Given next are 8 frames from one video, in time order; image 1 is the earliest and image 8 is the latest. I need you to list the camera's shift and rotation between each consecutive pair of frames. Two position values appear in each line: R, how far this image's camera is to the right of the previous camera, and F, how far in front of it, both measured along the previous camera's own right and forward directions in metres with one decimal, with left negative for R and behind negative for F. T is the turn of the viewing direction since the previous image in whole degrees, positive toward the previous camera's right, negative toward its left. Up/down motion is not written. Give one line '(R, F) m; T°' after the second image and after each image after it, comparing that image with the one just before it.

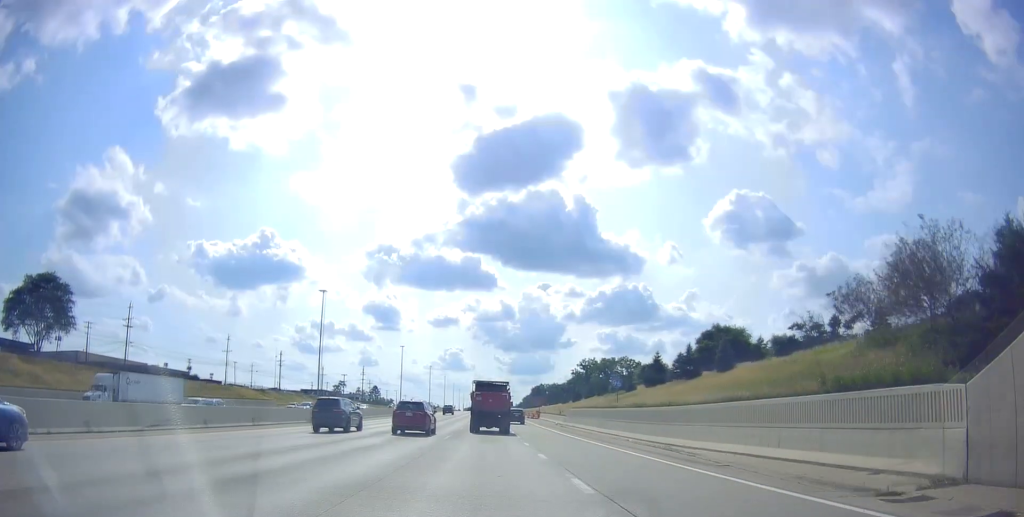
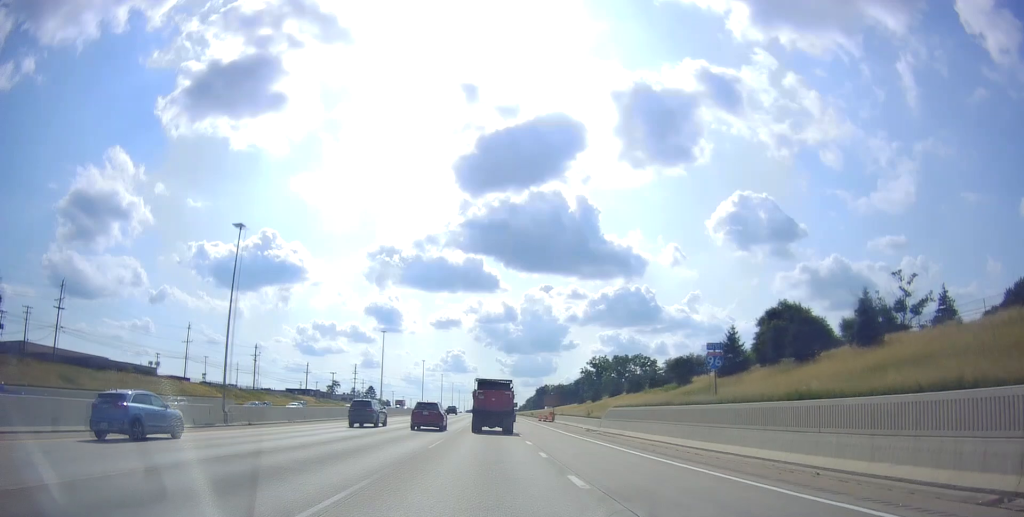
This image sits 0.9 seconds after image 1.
(+0.2, +21.9) m; +1°
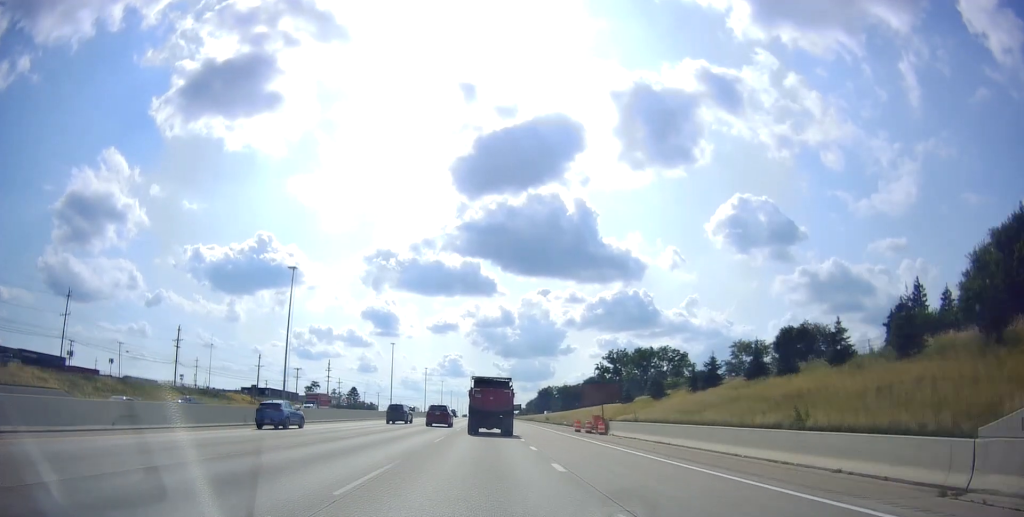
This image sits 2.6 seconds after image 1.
(-0.2, +42.6) m; -1°
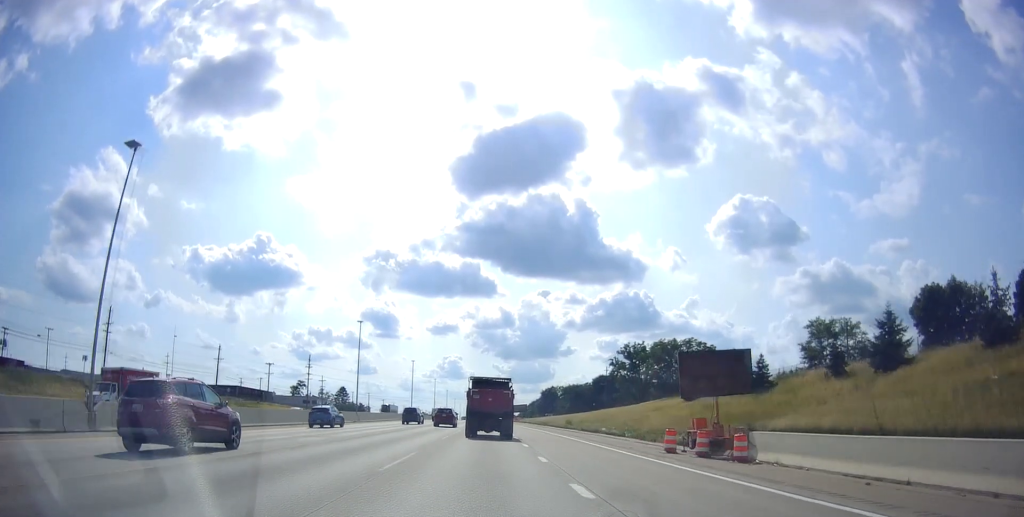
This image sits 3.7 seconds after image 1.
(+0.1, +26.2) m; +1°
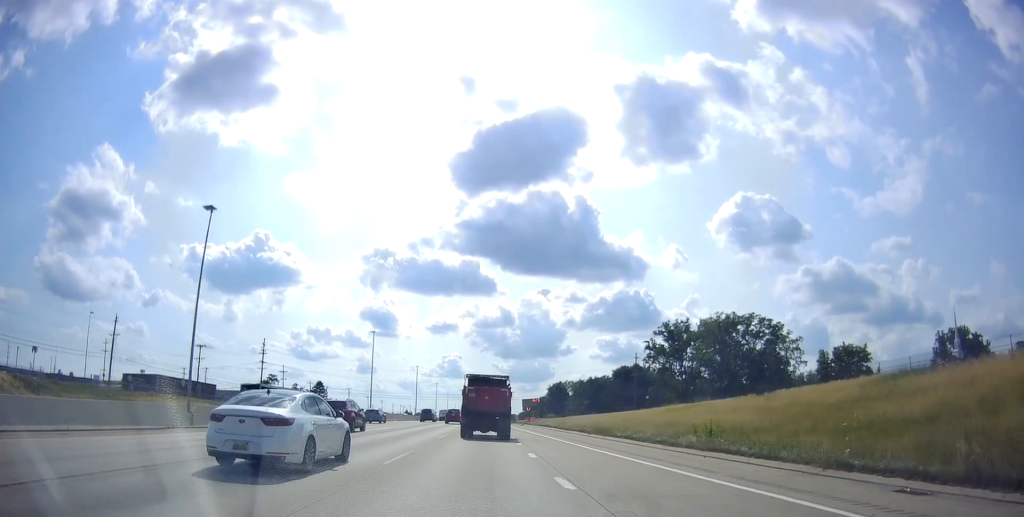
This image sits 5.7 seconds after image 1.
(-0.2, +44.6) m; -1°
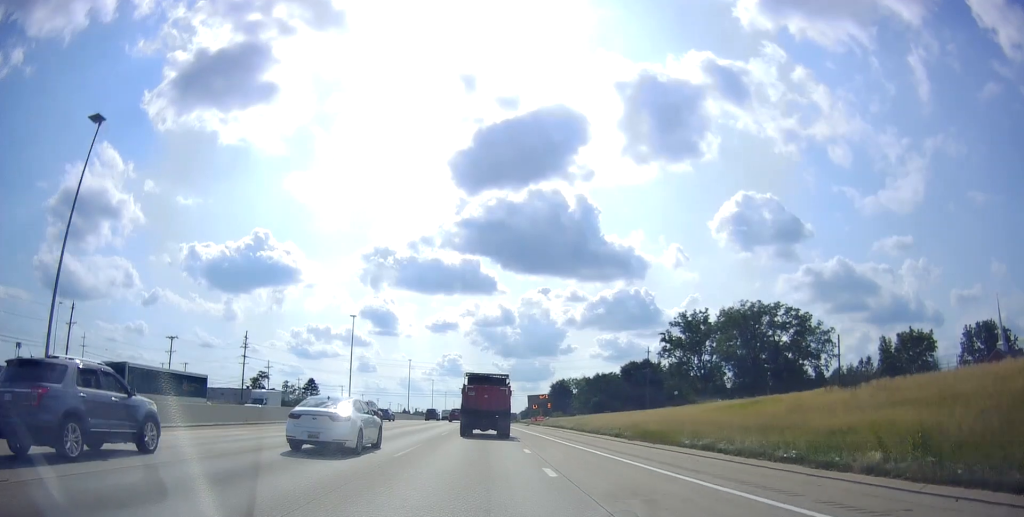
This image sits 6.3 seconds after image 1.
(-0.1, +13.5) m; +1°
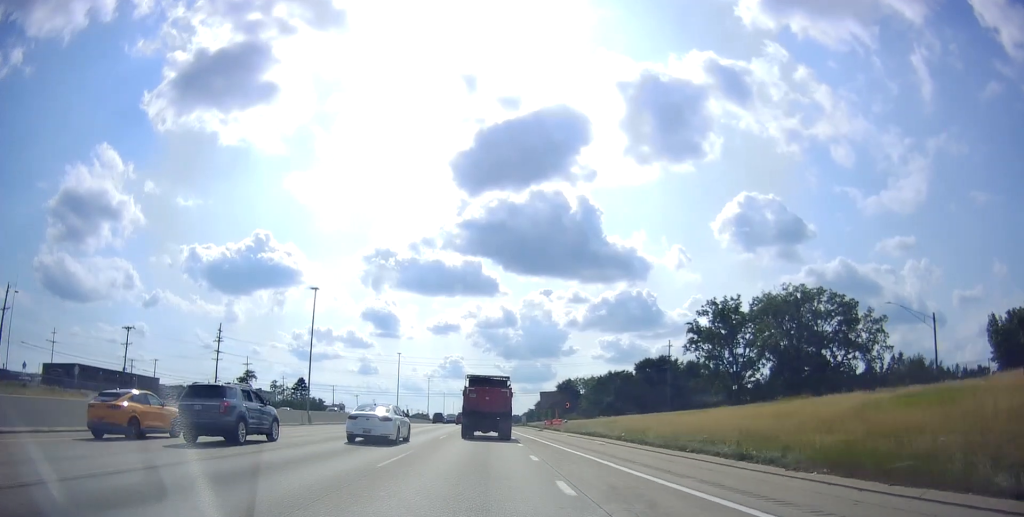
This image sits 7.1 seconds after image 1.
(+0.3, +17.8) m; -1°
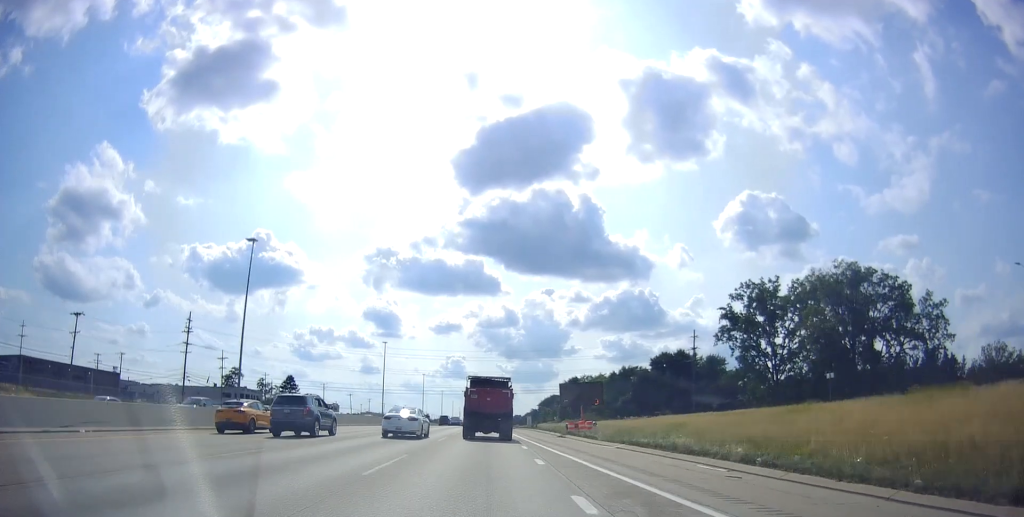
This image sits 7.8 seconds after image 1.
(-0.1, +16.8) m; -1°
